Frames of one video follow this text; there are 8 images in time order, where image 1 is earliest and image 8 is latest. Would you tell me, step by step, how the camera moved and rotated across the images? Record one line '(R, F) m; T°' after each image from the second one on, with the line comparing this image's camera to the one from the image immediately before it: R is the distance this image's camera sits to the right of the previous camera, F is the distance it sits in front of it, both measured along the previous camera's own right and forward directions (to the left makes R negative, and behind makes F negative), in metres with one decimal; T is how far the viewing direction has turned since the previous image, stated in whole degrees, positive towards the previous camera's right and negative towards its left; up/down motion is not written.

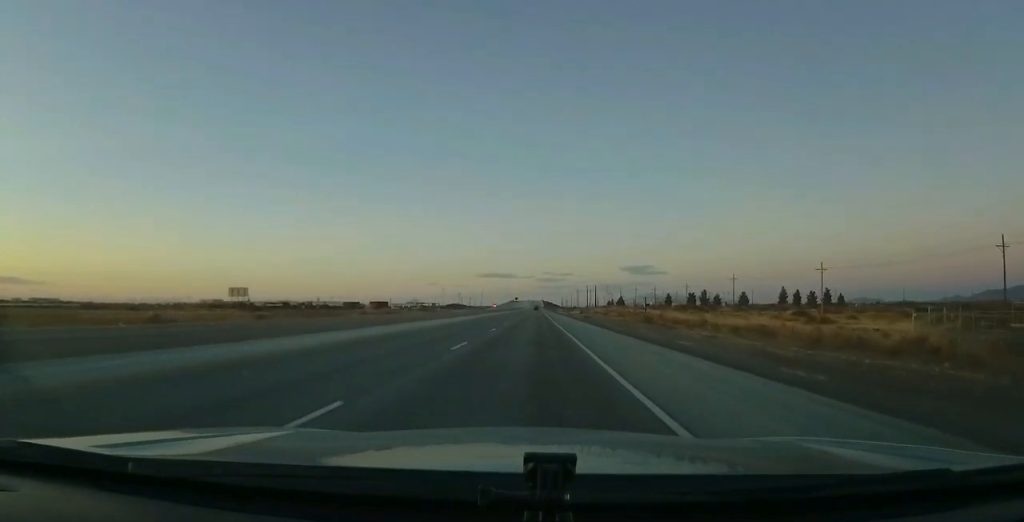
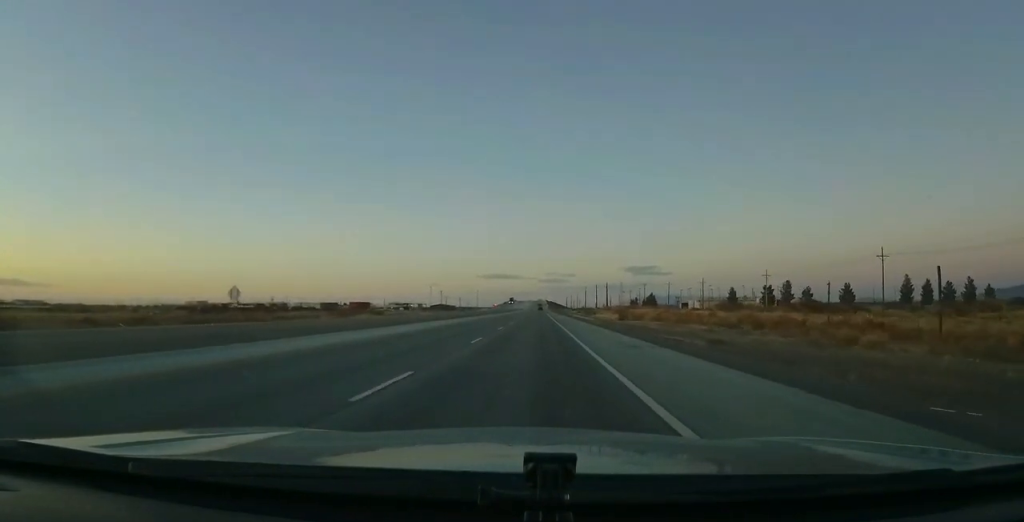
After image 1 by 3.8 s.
(0.0, +82.0) m; 0°
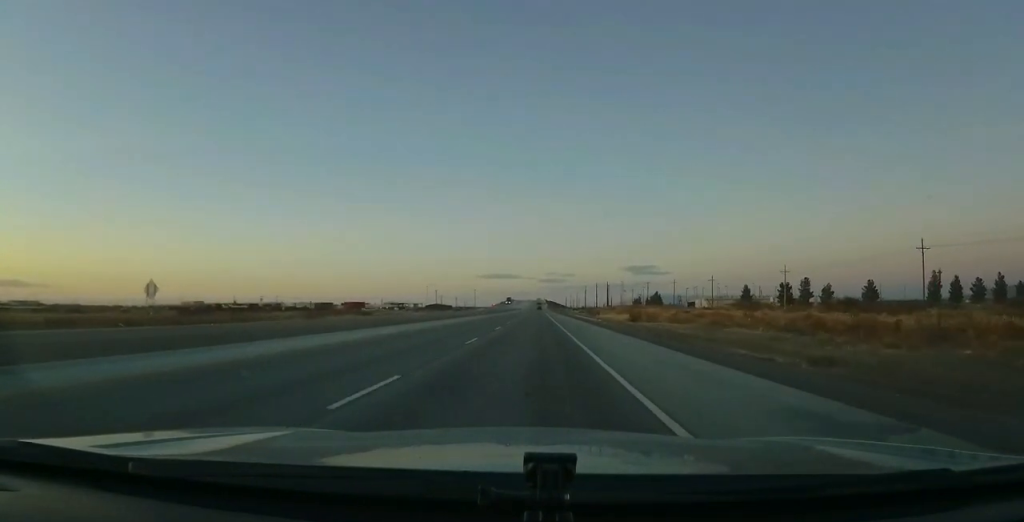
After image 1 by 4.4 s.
(-0.2, +12.9) m; +2°
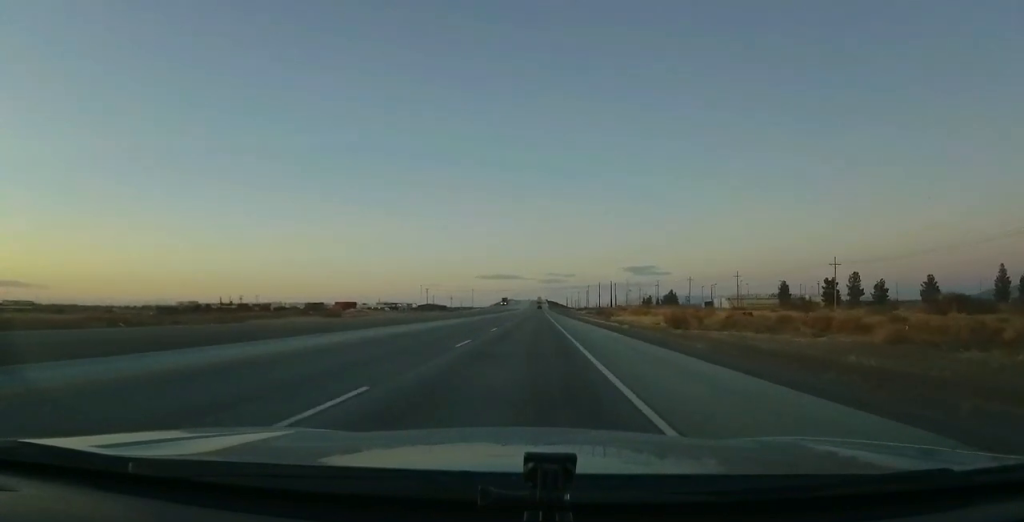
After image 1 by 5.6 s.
(+0.8, +25.8) m; 0°
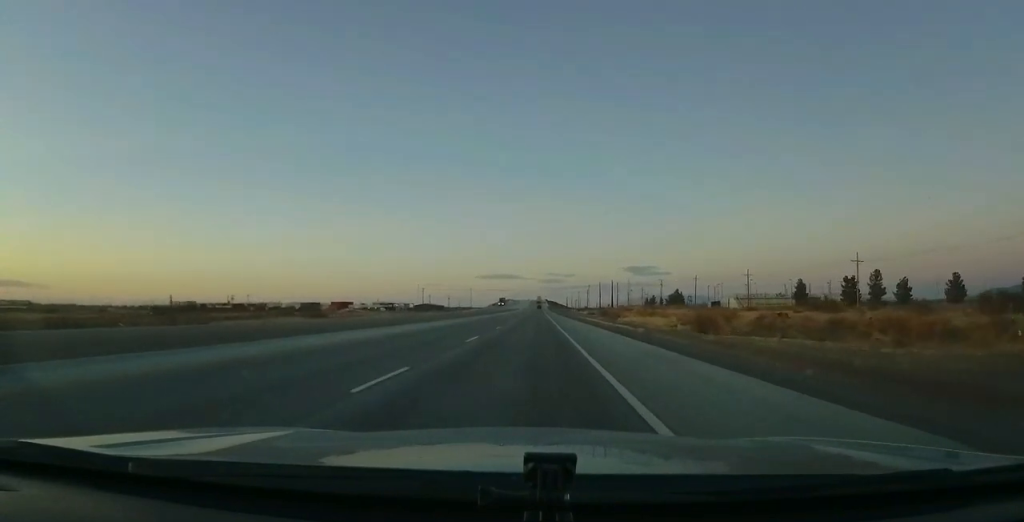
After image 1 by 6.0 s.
(-0.4, +9.3) m; -1°
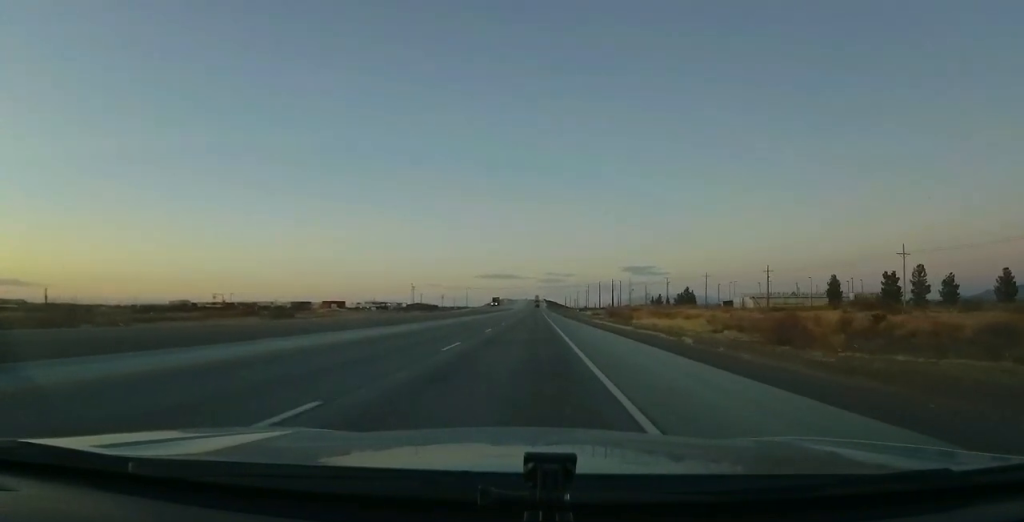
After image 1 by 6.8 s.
(-0.2, +16.4) m; -1°
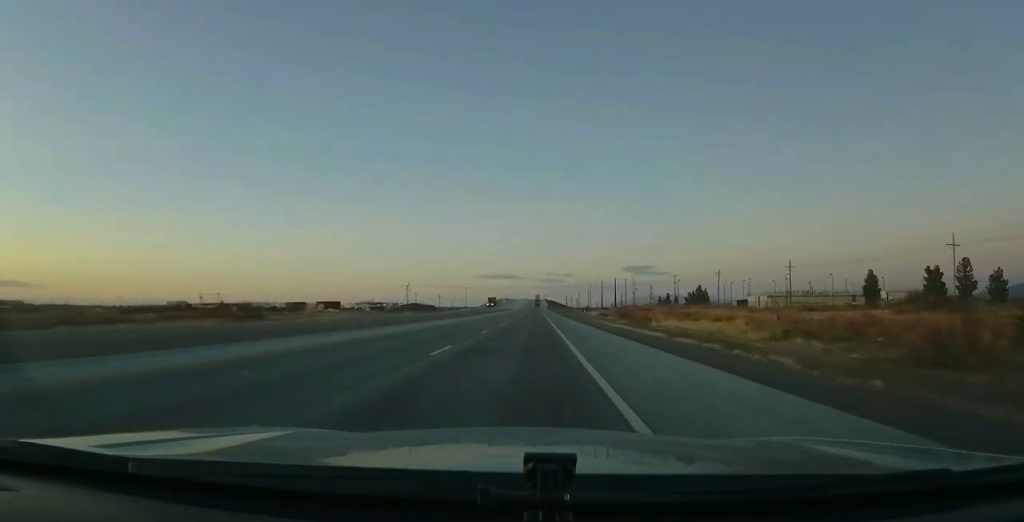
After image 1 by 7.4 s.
(+0.3, +13.6) m; 0°
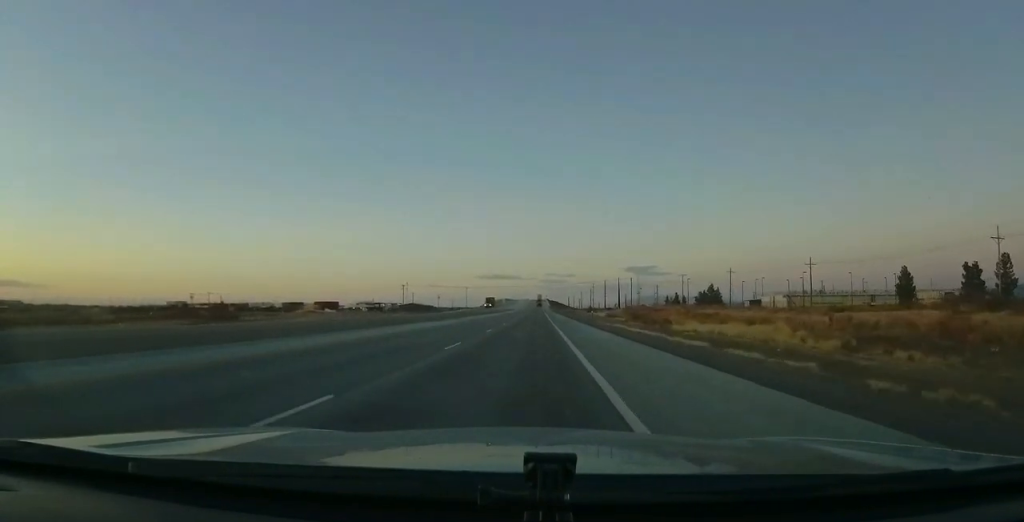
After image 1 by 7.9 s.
(-0.2, +10.0) m; -1°
